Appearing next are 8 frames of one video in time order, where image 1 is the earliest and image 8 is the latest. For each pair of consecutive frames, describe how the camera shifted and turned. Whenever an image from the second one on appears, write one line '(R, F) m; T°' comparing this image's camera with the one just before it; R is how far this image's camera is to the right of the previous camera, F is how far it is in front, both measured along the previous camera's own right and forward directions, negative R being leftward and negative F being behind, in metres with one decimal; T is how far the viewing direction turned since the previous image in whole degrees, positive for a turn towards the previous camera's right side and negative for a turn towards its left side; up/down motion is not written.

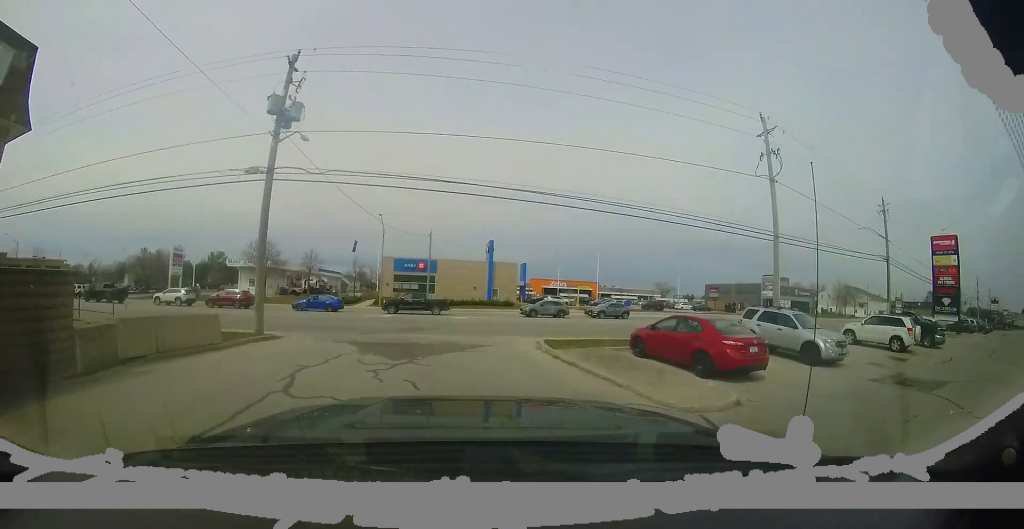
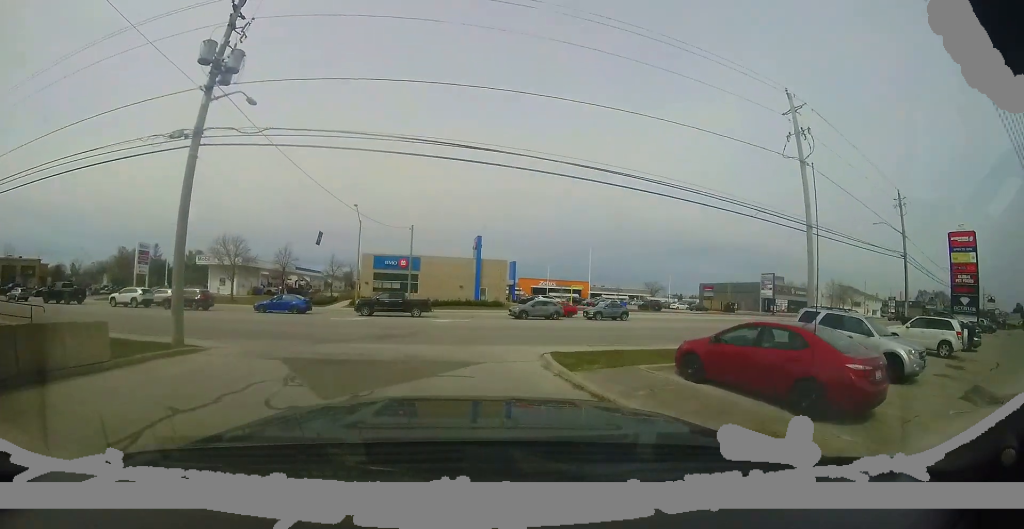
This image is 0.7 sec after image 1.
(+0.2, +3.5) m; +1°
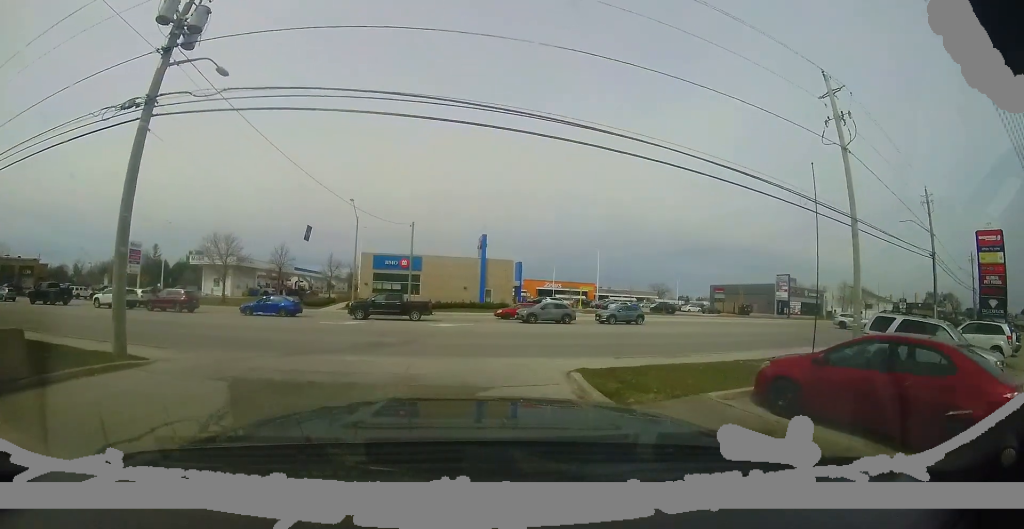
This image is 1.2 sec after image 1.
(+0.2, +2.6) m; 0°
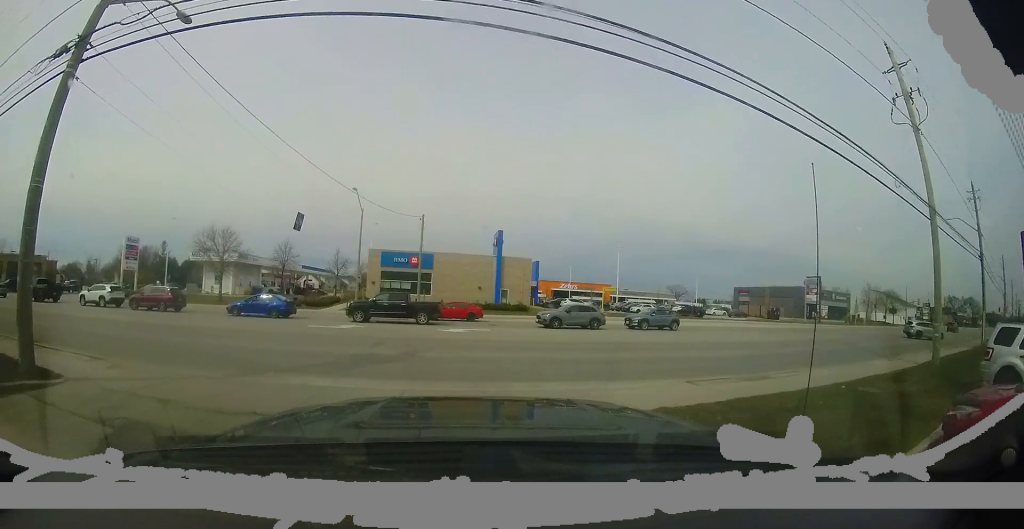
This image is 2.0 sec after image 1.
(-0.3, +3.7) m; -3°
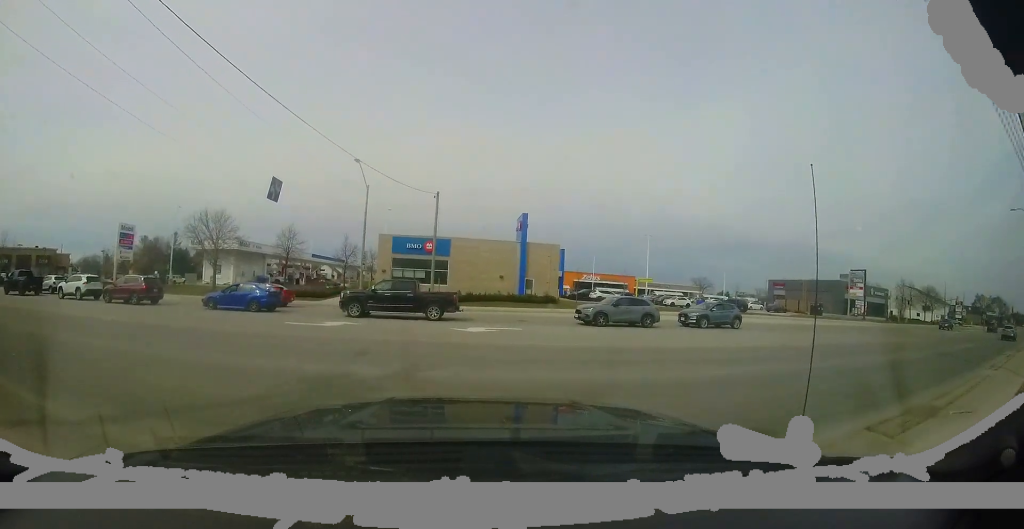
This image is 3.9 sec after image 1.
(-0.3, +5.8) m; -5°
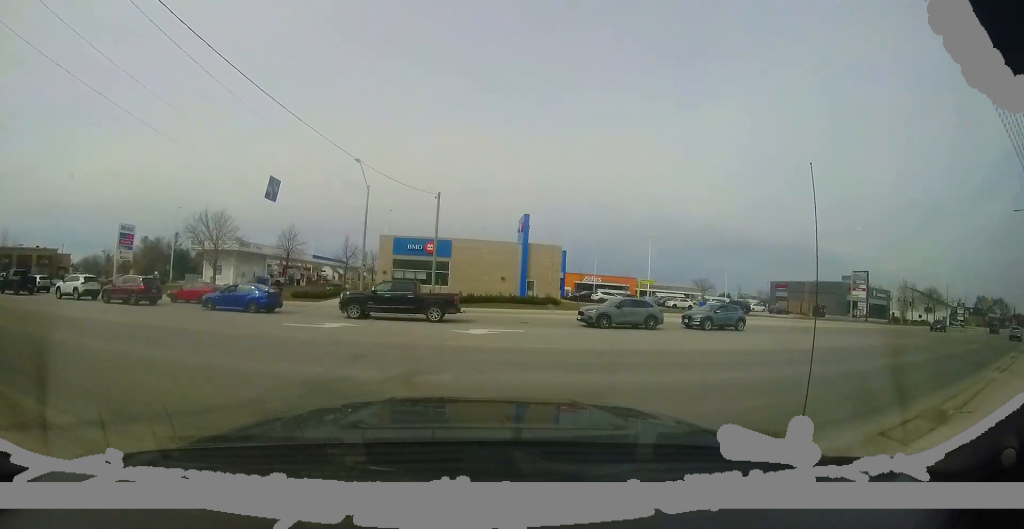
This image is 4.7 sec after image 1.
(-0.6, +0.7) m; 0°
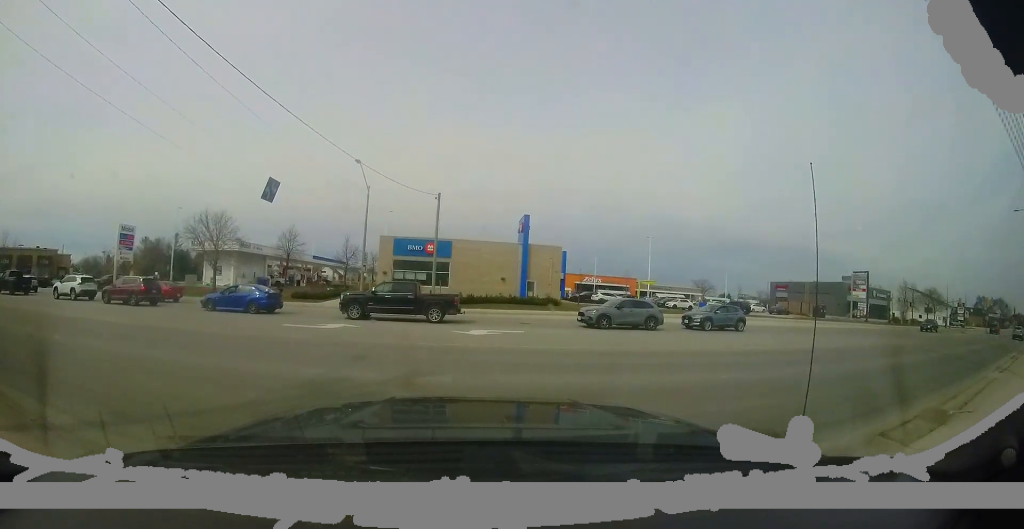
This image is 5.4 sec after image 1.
(-0.4, +0.2) m; 0°
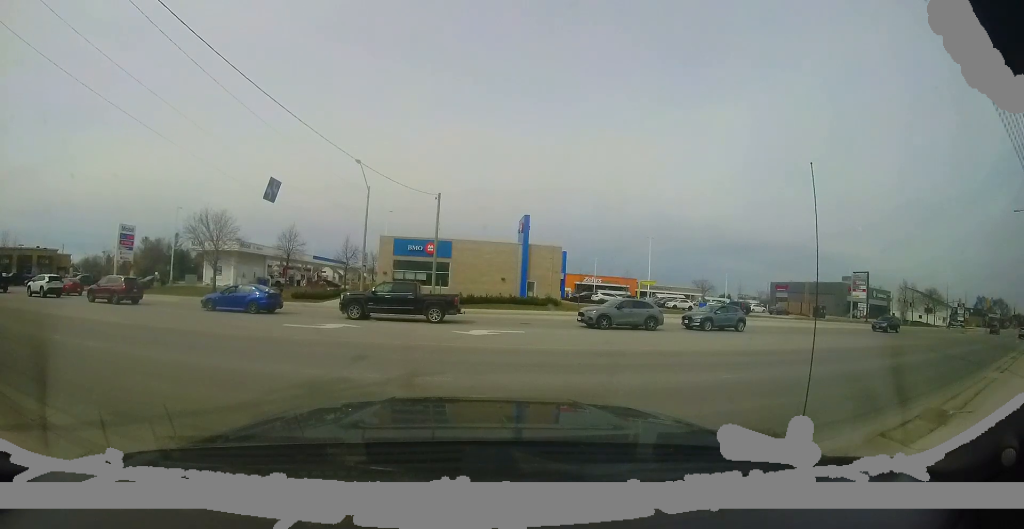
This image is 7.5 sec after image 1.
(0.0, 0.0) m; 0°
